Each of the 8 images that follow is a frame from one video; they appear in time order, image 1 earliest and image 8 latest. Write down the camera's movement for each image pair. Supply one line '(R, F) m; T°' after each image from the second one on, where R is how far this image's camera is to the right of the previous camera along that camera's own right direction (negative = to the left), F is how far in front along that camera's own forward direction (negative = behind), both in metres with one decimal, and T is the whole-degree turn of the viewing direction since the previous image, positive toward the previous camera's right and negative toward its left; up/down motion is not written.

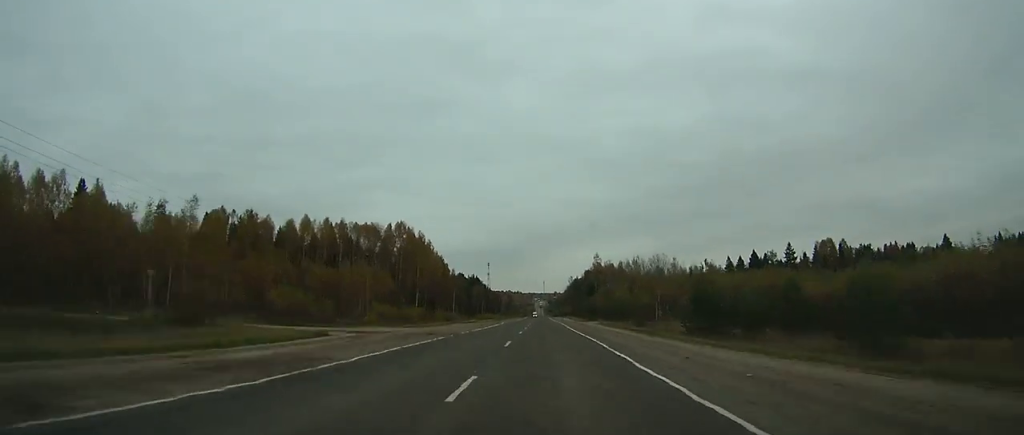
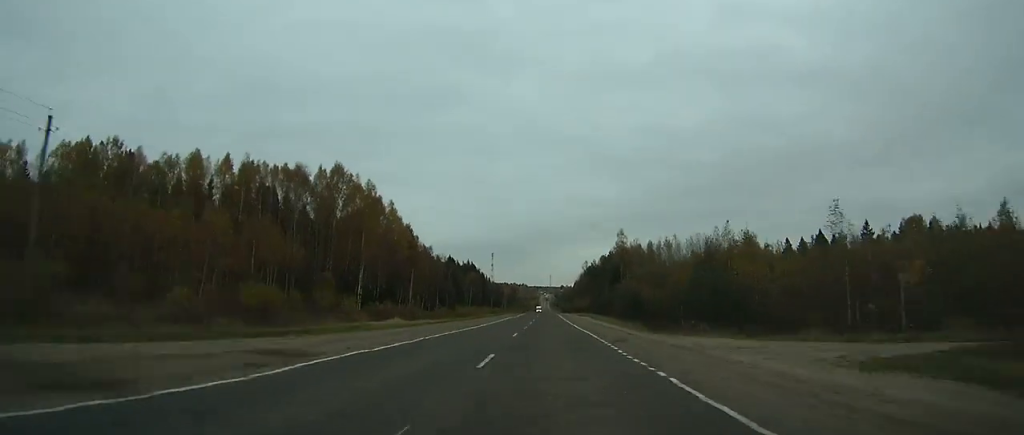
(-0.1, +55.2) m; 0°
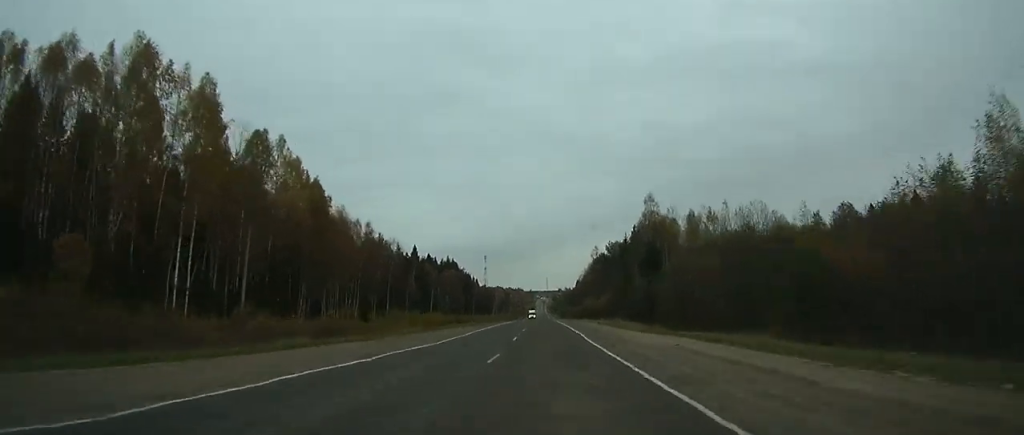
(-0.1, +54.4) m; 0°
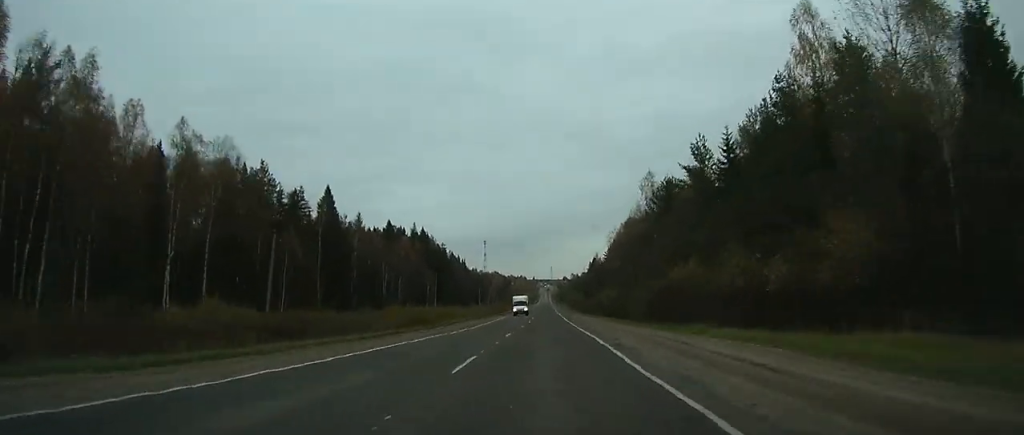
(0.0, +77.1) m; 0°
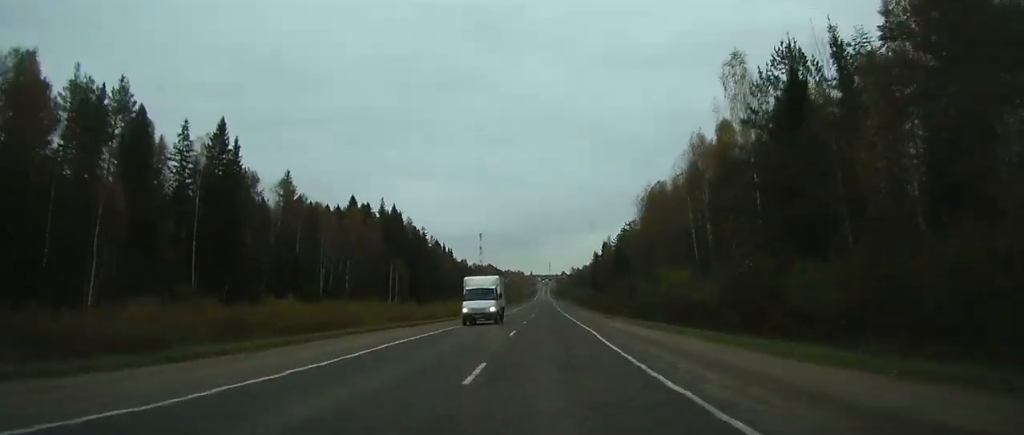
(-0.1, +38.3) m; 0°
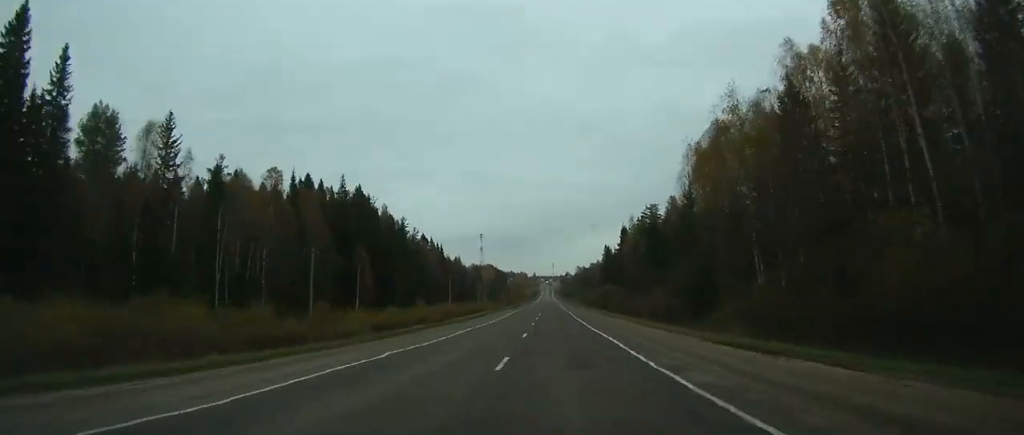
(-0.1, +33.8) m; 0°
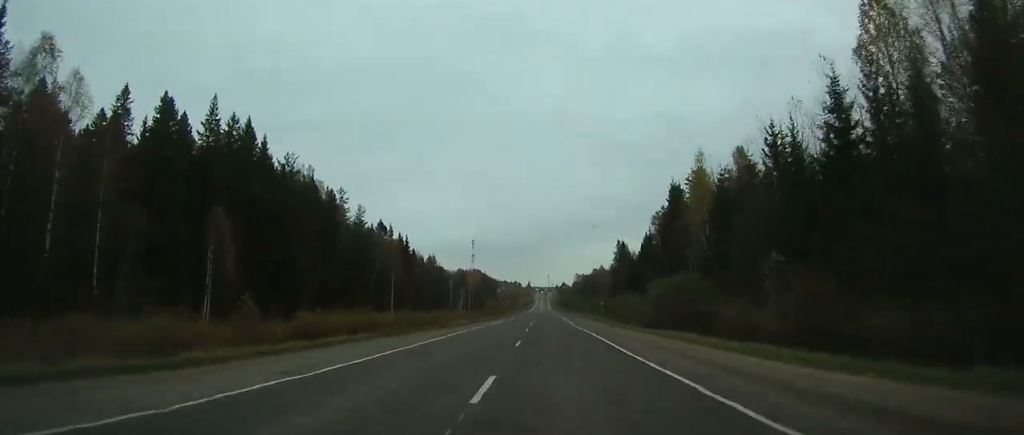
(0.0, +51.4) m; 0°
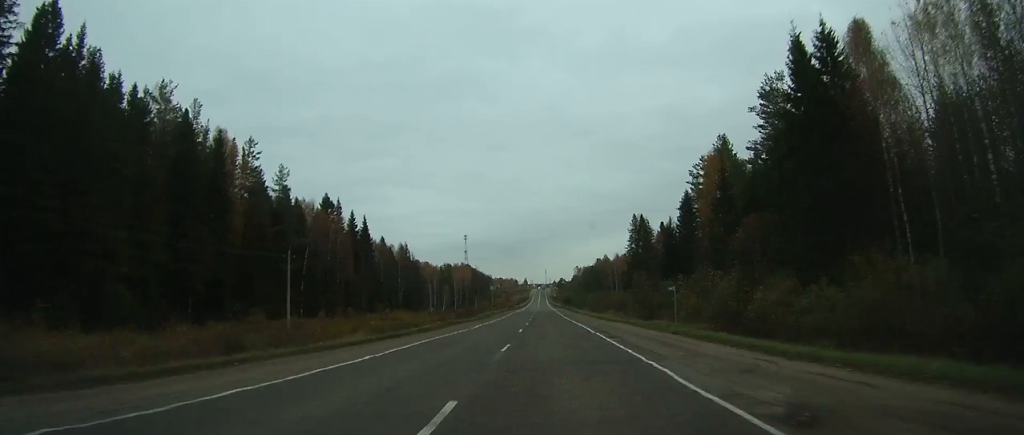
(0.0, +37.8) m; 0°
